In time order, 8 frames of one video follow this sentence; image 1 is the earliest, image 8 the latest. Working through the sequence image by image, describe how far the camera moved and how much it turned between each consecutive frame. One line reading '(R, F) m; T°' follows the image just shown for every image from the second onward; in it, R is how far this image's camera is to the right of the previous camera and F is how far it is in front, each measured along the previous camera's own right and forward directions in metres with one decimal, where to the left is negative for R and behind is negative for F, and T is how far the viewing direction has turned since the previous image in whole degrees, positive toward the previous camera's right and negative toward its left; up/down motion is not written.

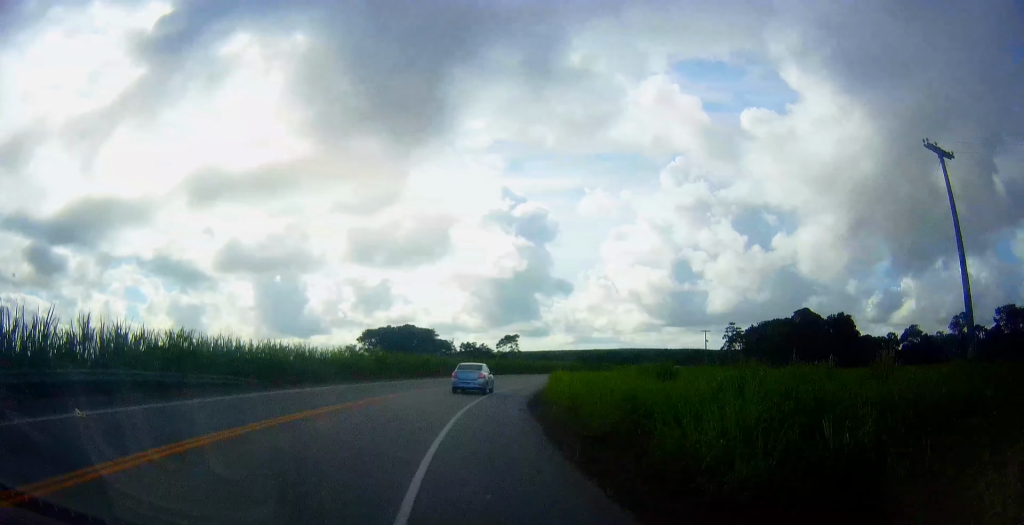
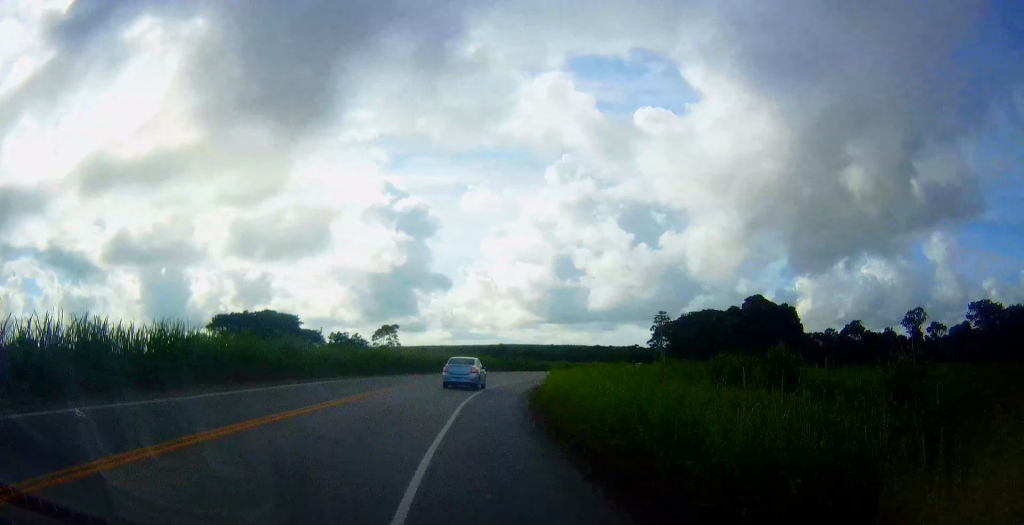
(+1.9, +34.0) m; +14°
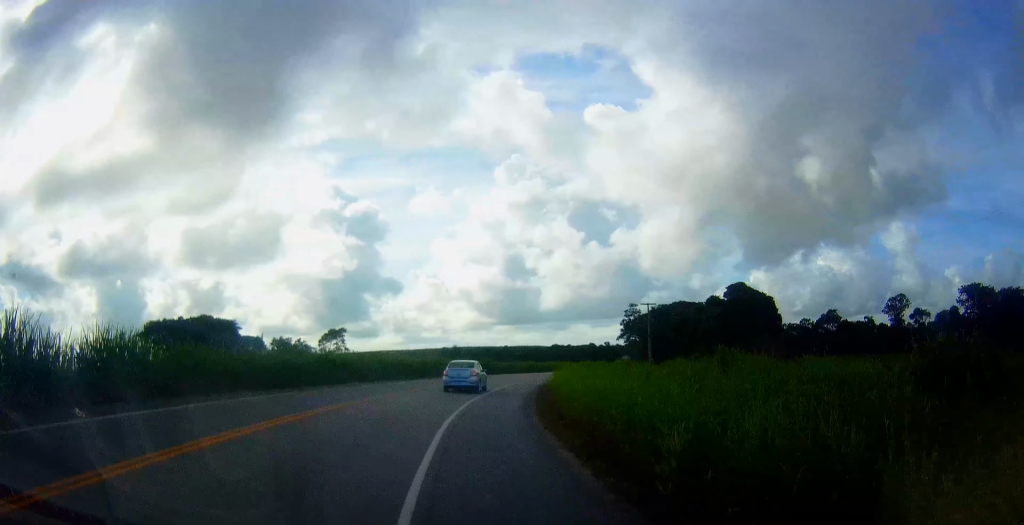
(+2.2, +13.6) m; +7°
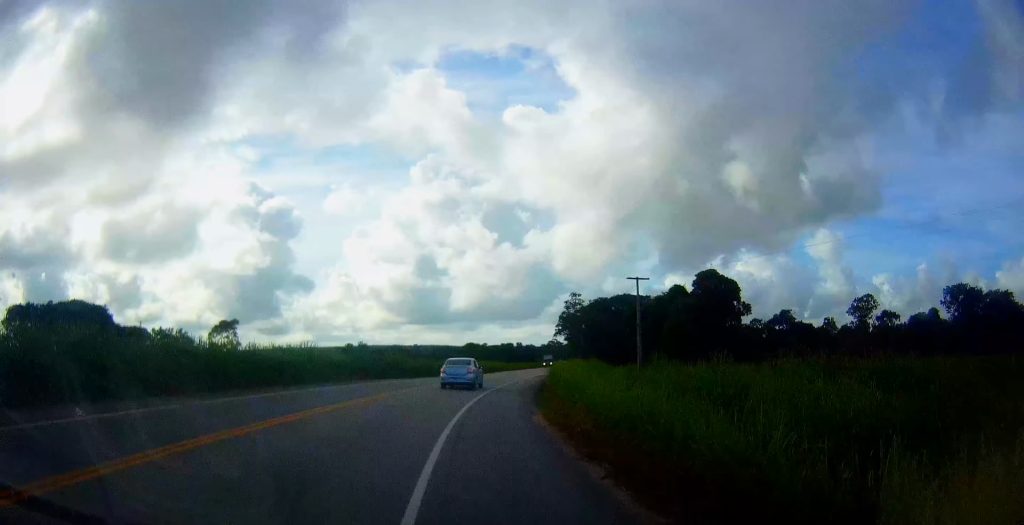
(+2.9, +25.2) m; +9°
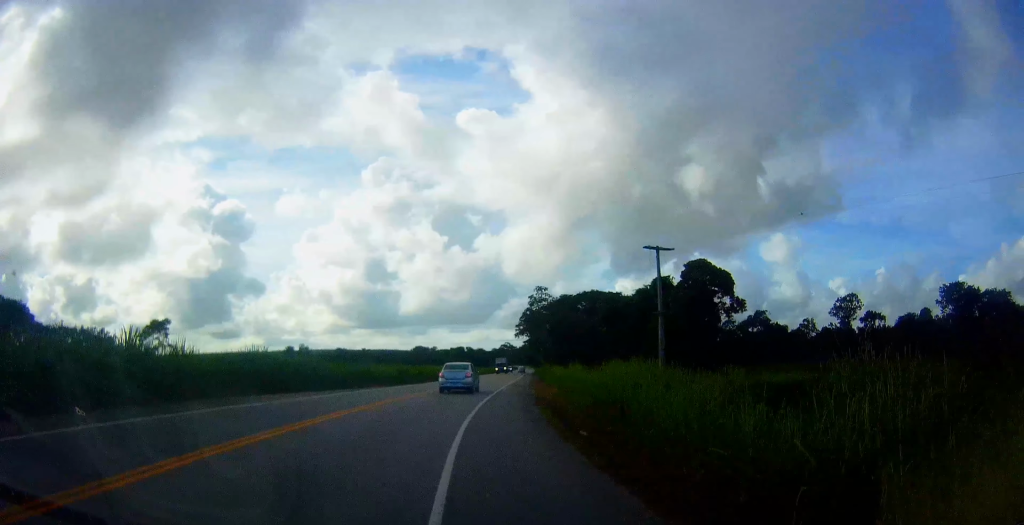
(+0.1, +15.6) m; +3°
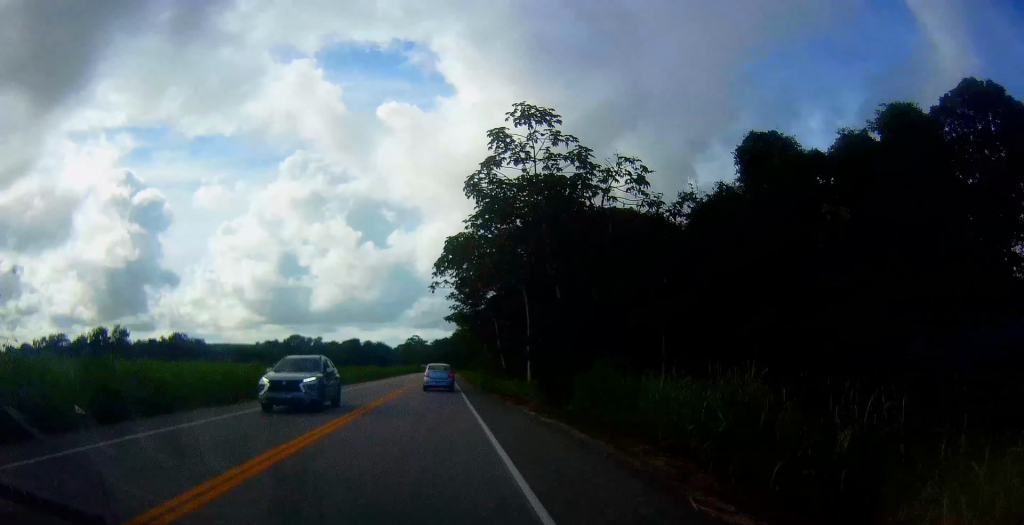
(+14.1, +66.4) m; +20°
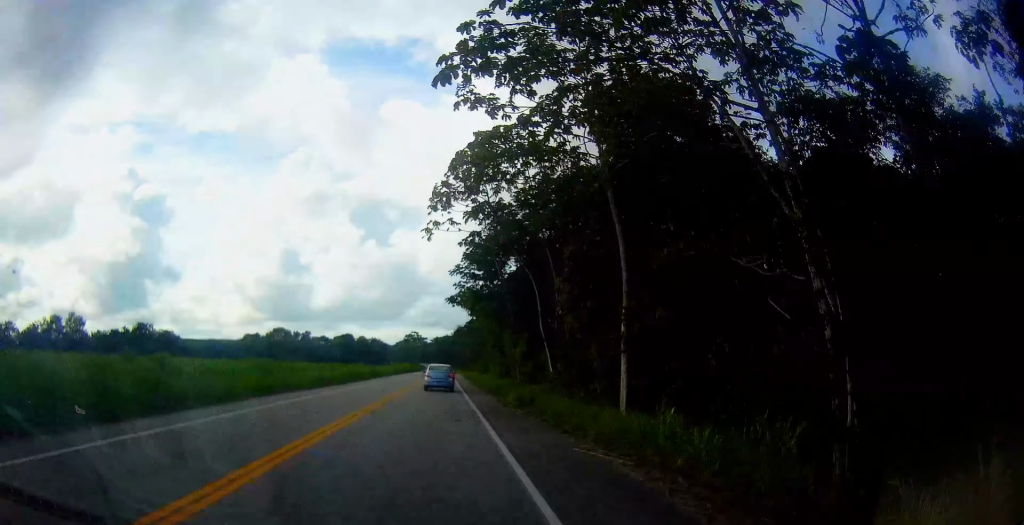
(+0.5, +19.0) m; +1°
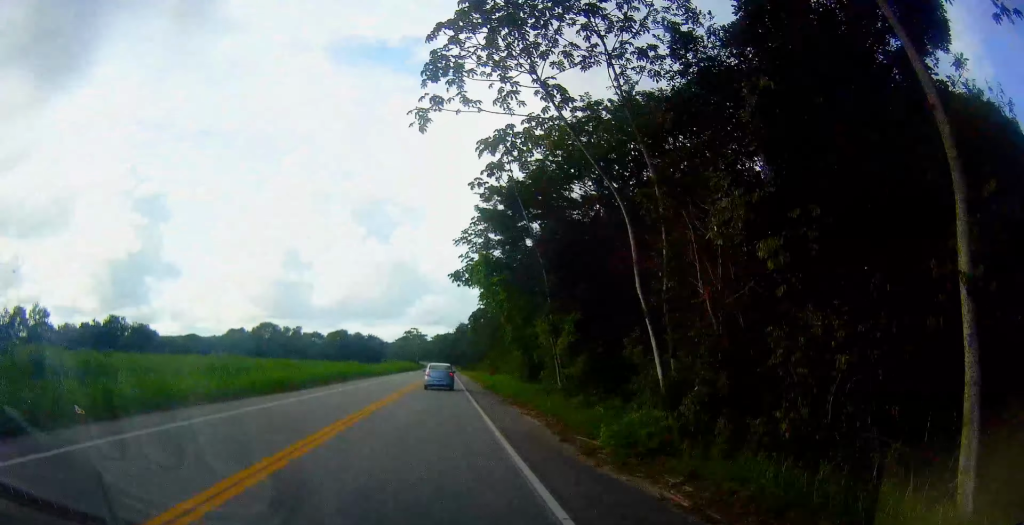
(+0.2, +12.7) m; 0°
